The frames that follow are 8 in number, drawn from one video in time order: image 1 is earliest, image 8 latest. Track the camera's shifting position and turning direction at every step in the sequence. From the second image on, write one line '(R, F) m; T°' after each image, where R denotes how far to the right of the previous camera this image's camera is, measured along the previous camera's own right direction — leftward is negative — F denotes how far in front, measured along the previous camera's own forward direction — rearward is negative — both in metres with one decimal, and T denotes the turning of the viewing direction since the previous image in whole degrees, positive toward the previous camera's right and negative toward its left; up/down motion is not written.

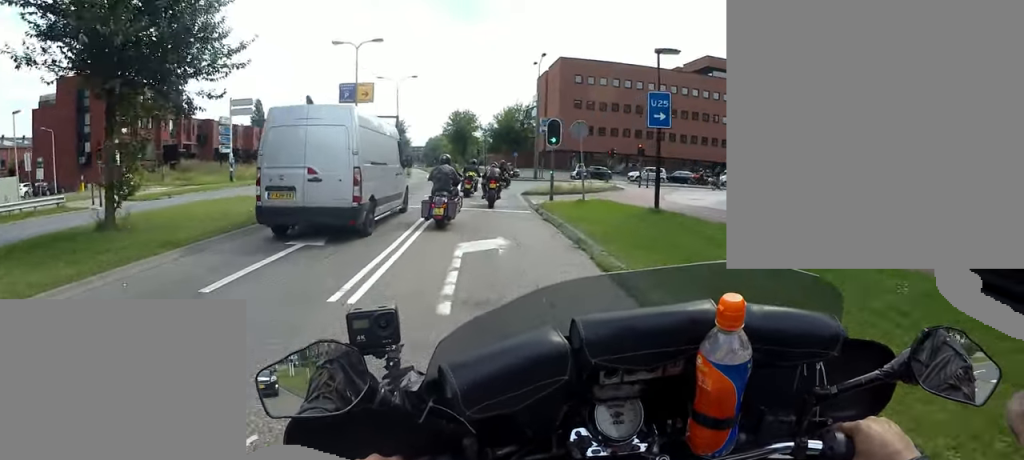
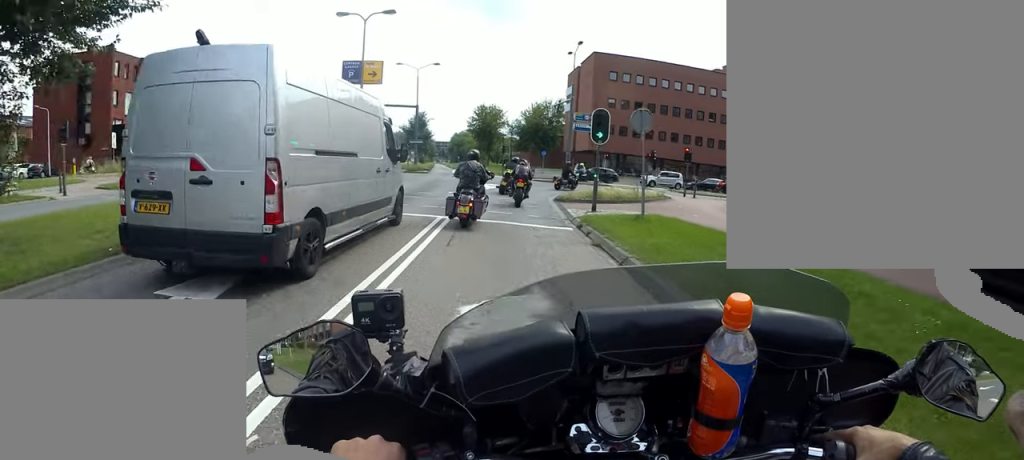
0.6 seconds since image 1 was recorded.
(0.0, +4.0) m; 0°
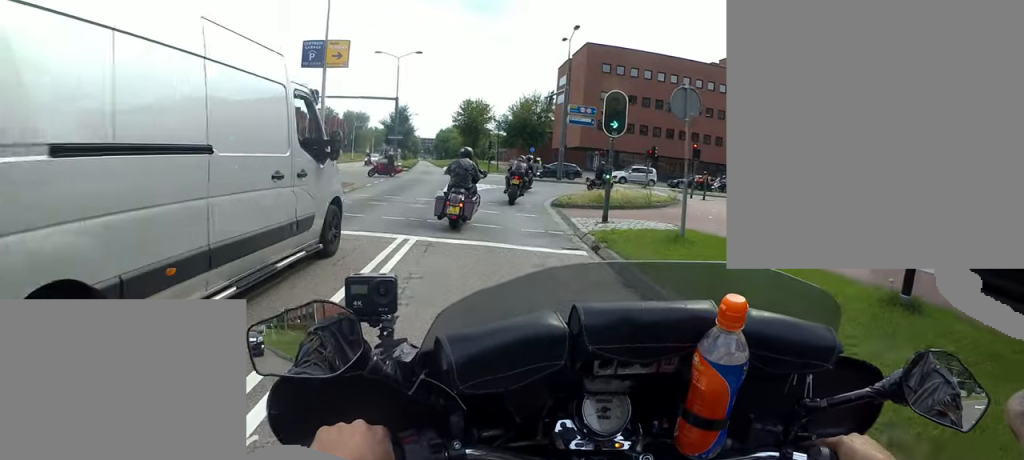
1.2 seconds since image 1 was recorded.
(0.0, +3.3) m; 0°
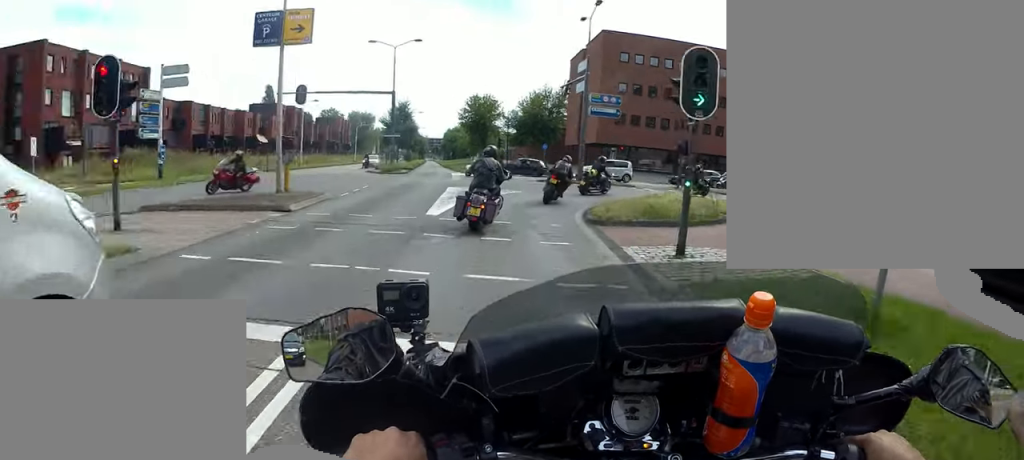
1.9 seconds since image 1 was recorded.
(0.0, +4.6) m; 0°
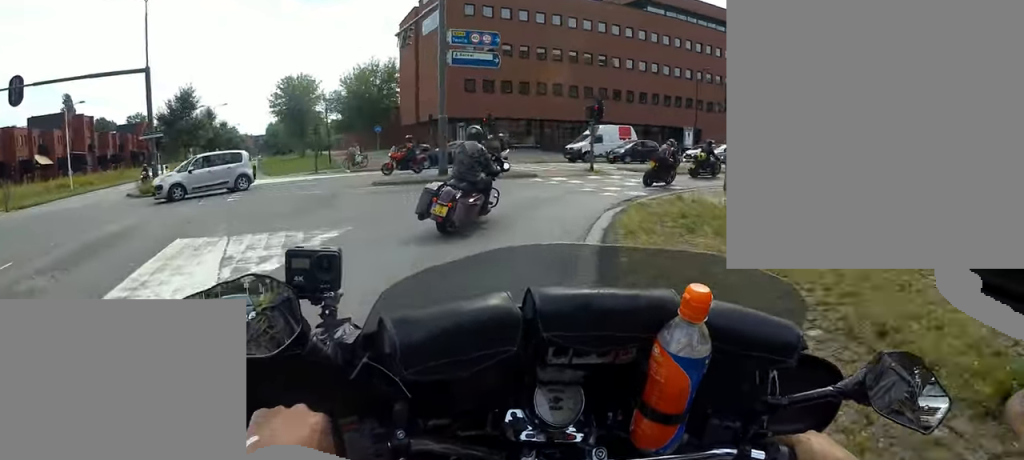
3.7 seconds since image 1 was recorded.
(0.0, +10.8) m; 0°
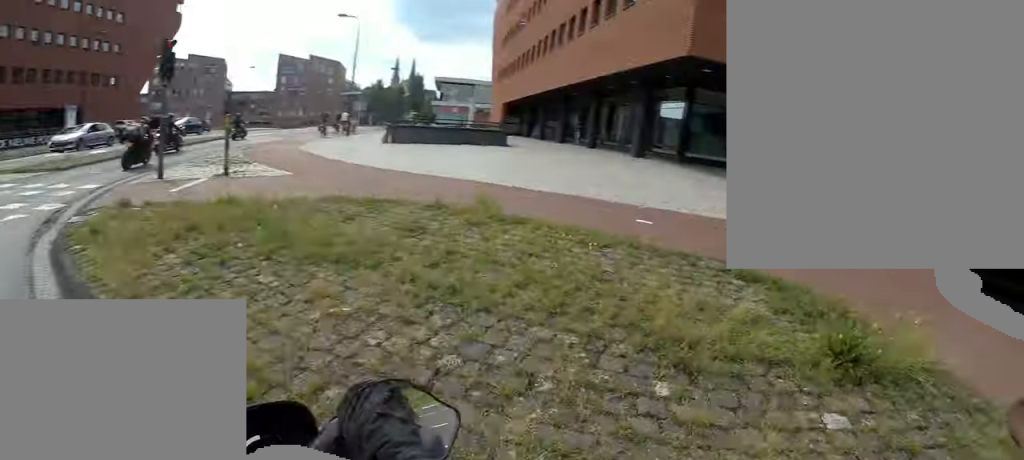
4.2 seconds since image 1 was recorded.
(0.0, +2.9) m; +5°
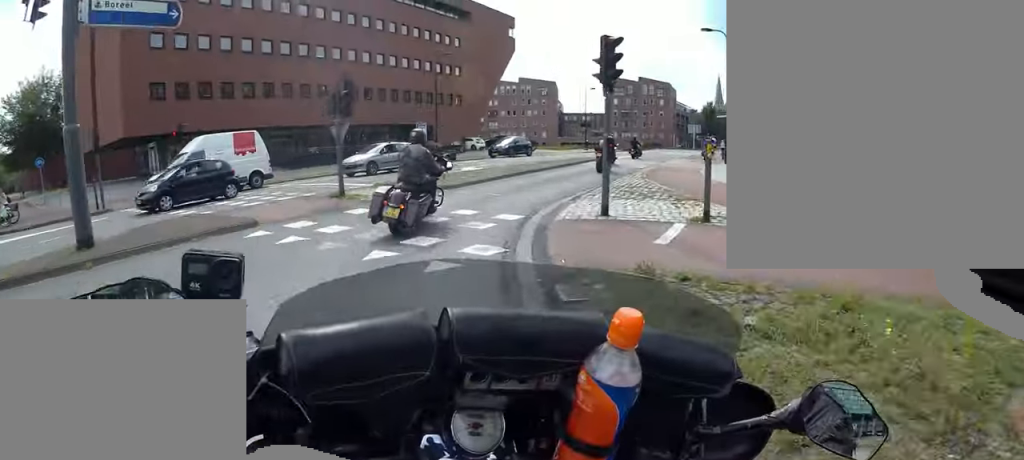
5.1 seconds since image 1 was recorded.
(+0.1, +4.7) m; +18°
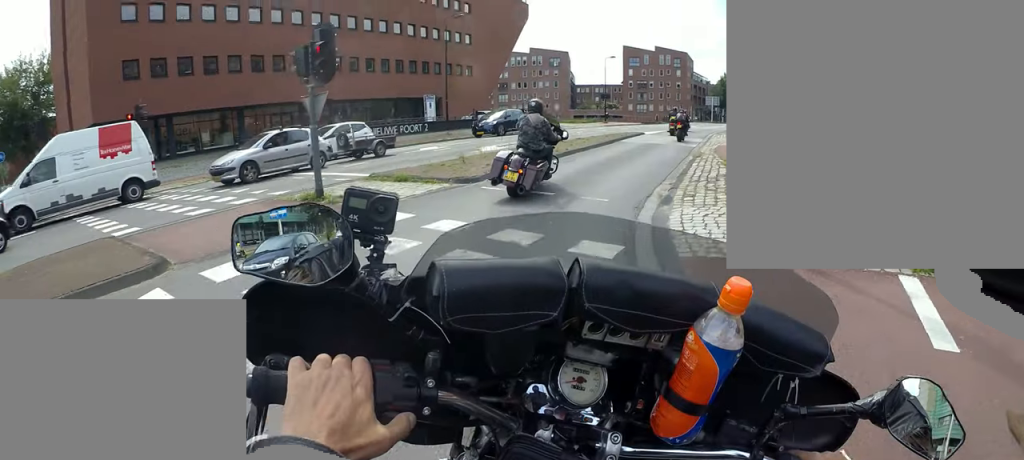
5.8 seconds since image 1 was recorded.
(+0.5, +3.7) m; +29°
